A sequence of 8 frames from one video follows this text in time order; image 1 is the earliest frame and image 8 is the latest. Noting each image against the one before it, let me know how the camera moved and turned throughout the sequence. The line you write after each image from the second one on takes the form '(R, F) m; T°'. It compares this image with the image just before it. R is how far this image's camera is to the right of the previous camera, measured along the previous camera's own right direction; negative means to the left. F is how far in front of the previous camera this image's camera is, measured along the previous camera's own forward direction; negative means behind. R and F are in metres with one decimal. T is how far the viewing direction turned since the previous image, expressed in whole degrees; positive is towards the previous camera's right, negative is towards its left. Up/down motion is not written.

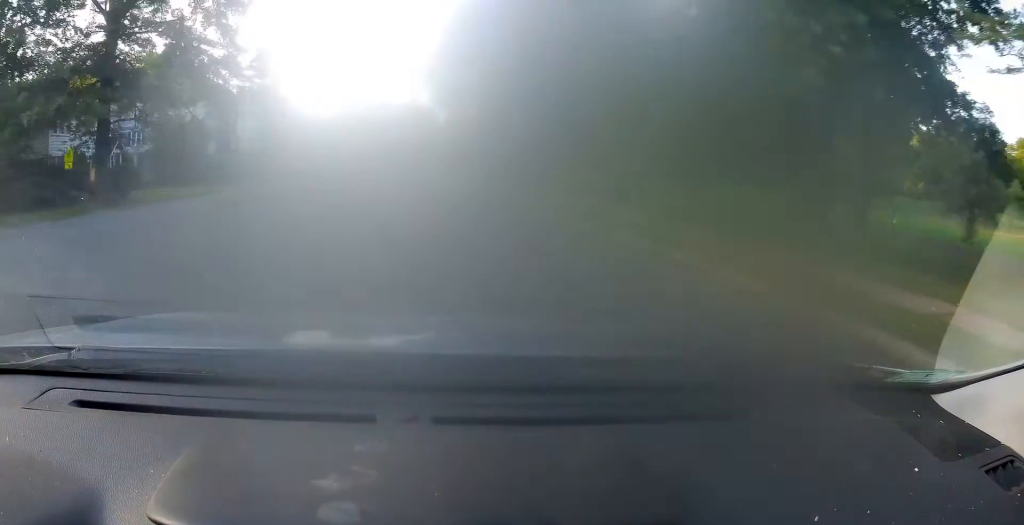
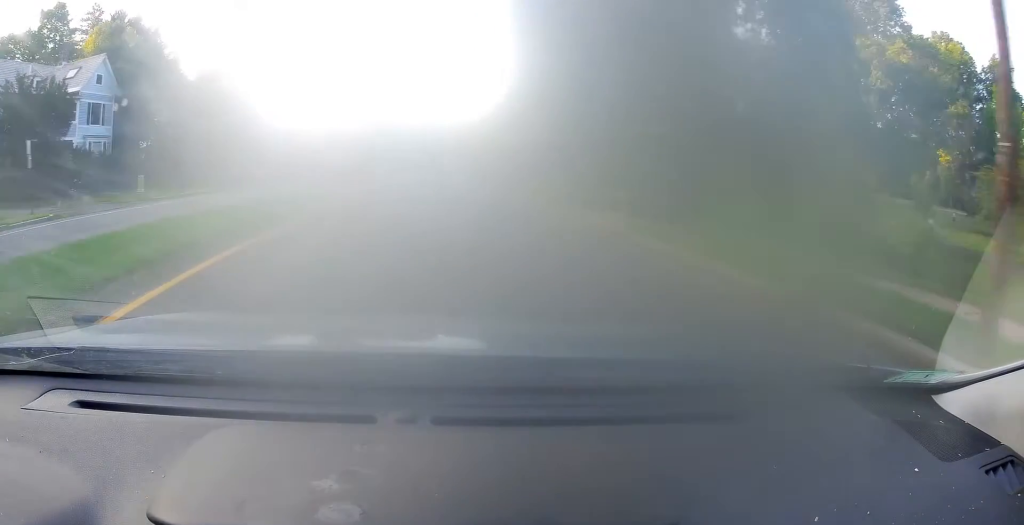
(-0.3, +27.7) m; 0°
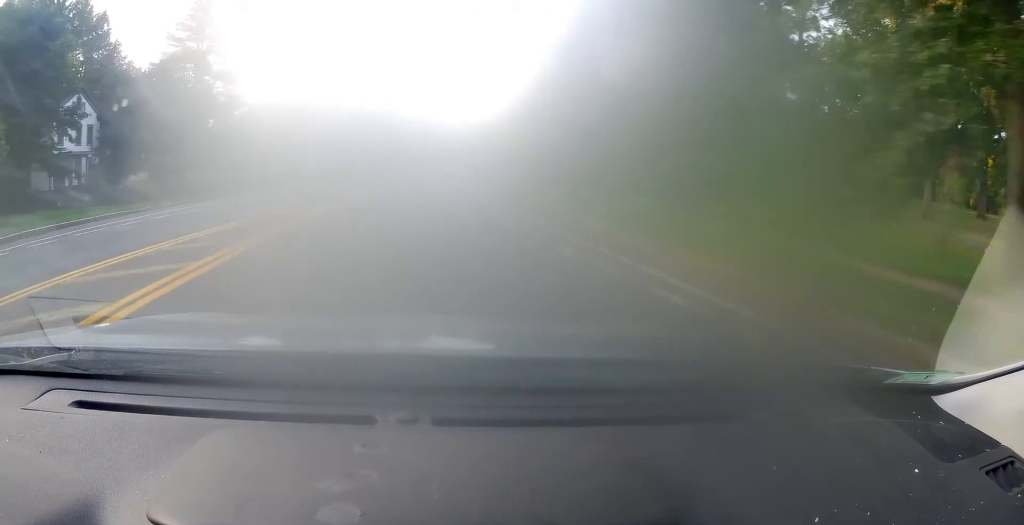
(+0.3, +16.5) m; +2°
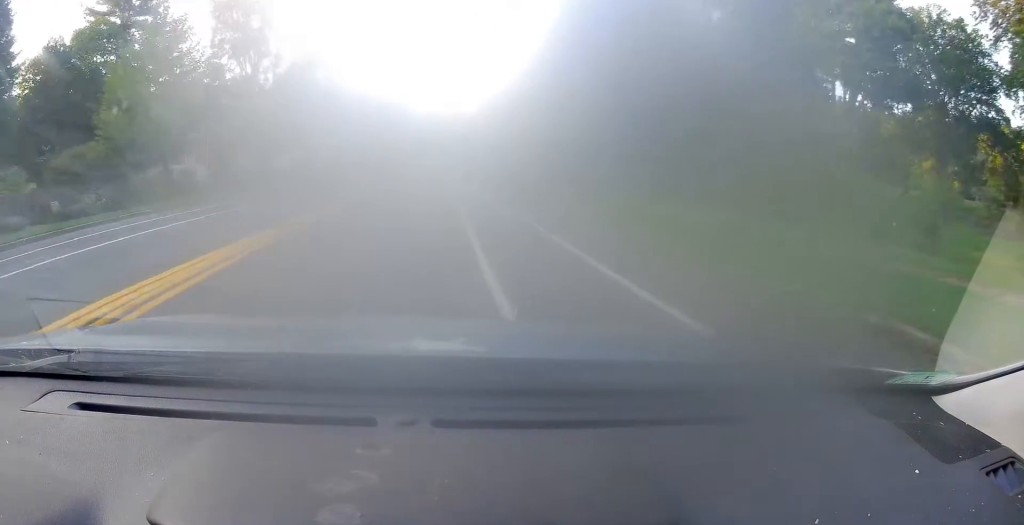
(+0.5, +21.4) m; +1°
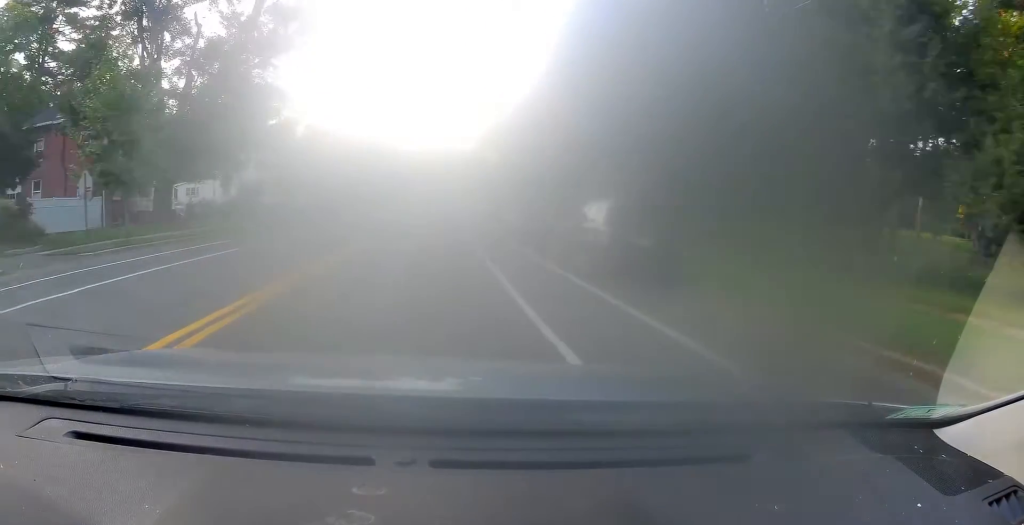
(-0.1, +18.0) m; +1°
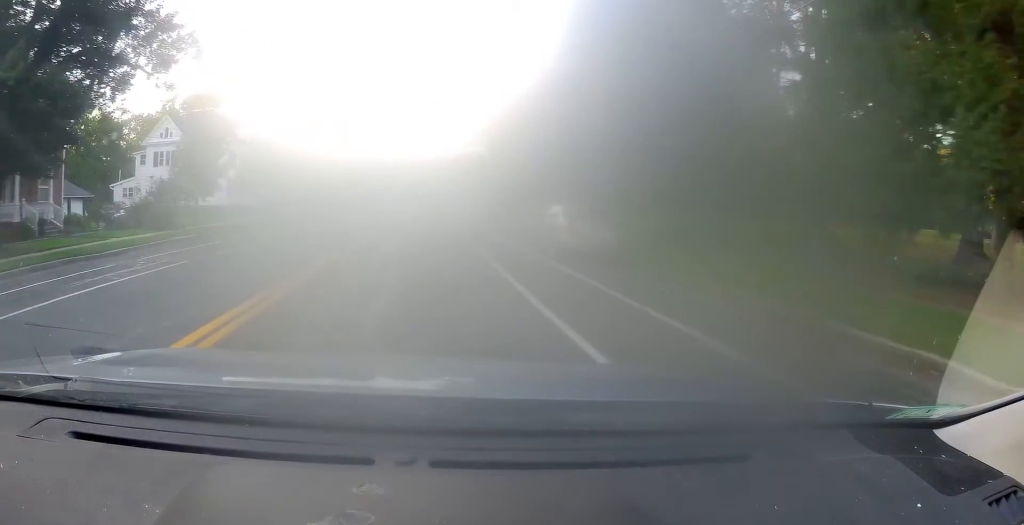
(+0.2, +13.5) m; +3°
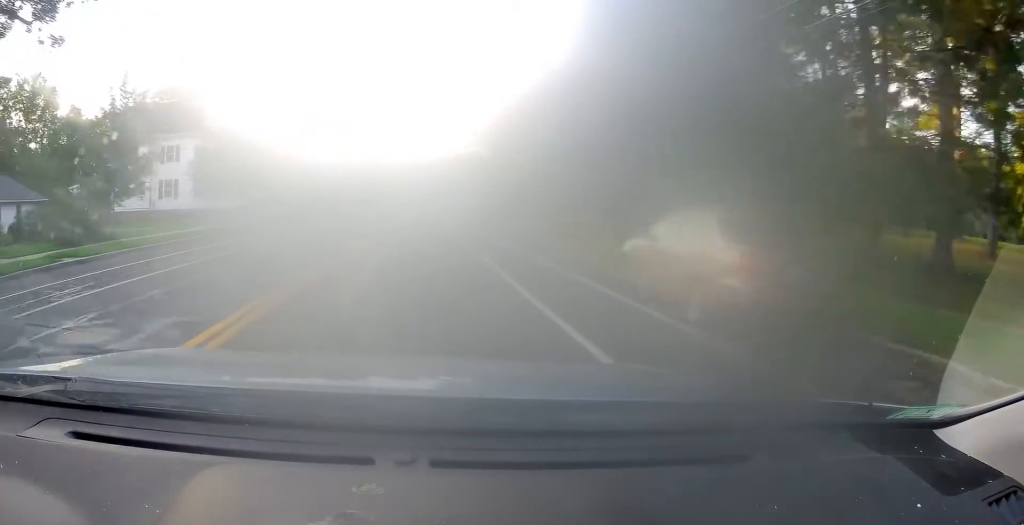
(+0.4, +8.4) m; +2°
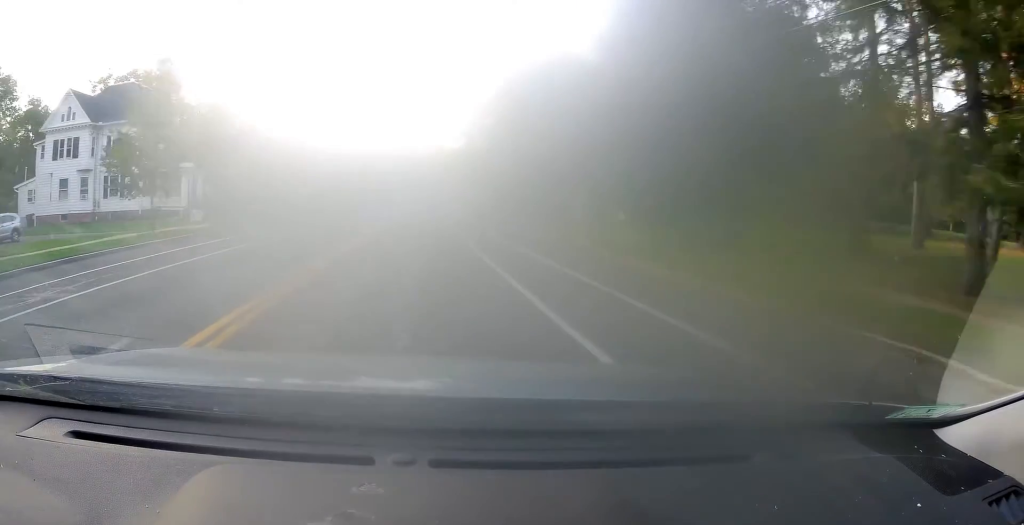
(+0.1, +9.6) m; +1°
